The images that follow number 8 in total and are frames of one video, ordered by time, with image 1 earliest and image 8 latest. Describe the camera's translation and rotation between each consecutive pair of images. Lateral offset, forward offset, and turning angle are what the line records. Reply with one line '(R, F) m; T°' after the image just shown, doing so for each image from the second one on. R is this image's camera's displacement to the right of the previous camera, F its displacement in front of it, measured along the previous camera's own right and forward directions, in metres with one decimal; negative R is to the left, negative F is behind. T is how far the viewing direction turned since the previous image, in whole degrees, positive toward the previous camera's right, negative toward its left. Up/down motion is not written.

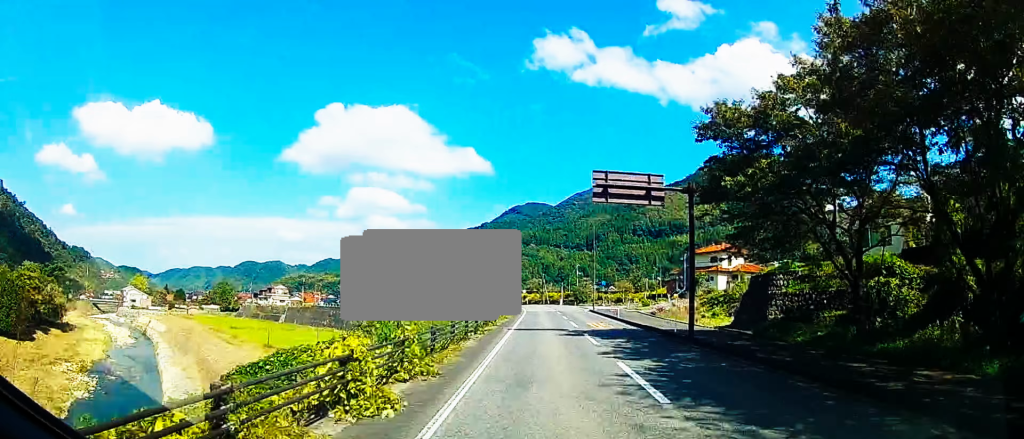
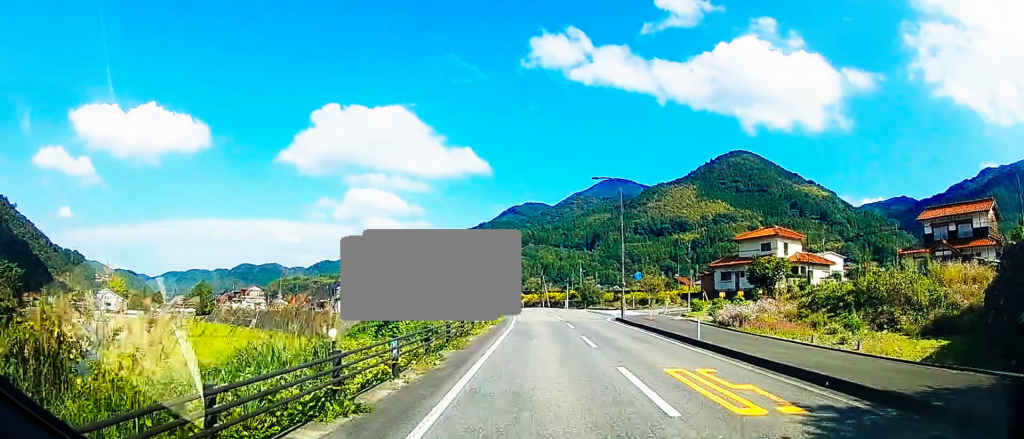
(+0.2, +20.4) m; 0°
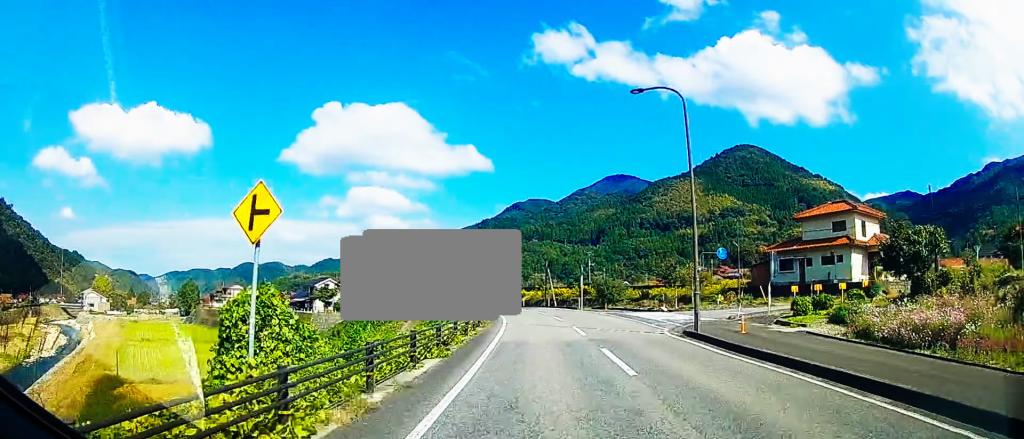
(-0.2, +16.2) m; -2°
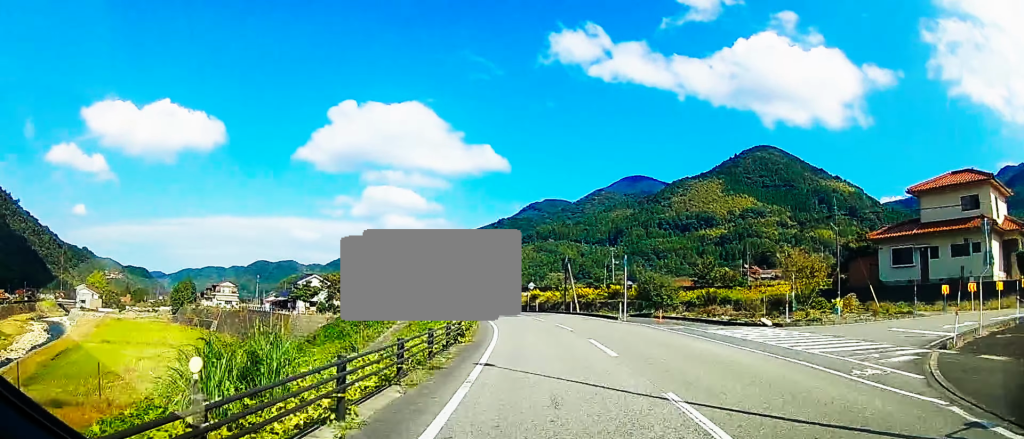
(-0.2, +15.1) m; -1°
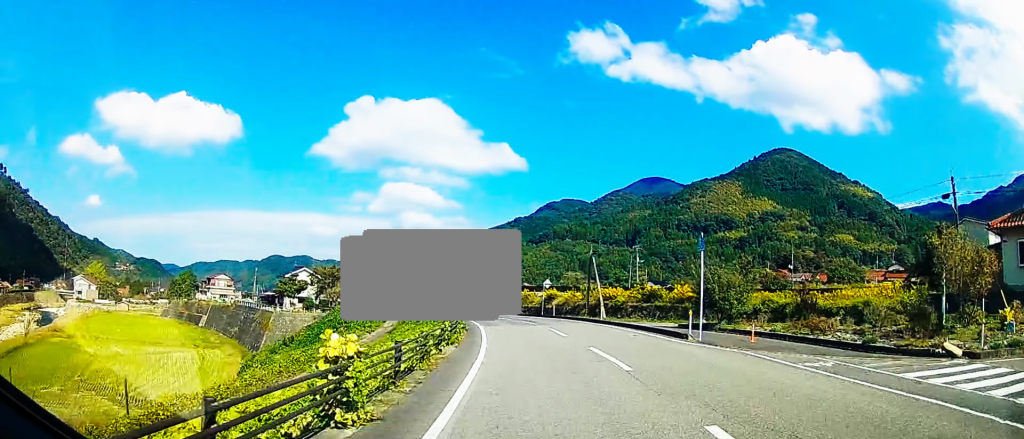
(-0.1, +10.6) m; -1°
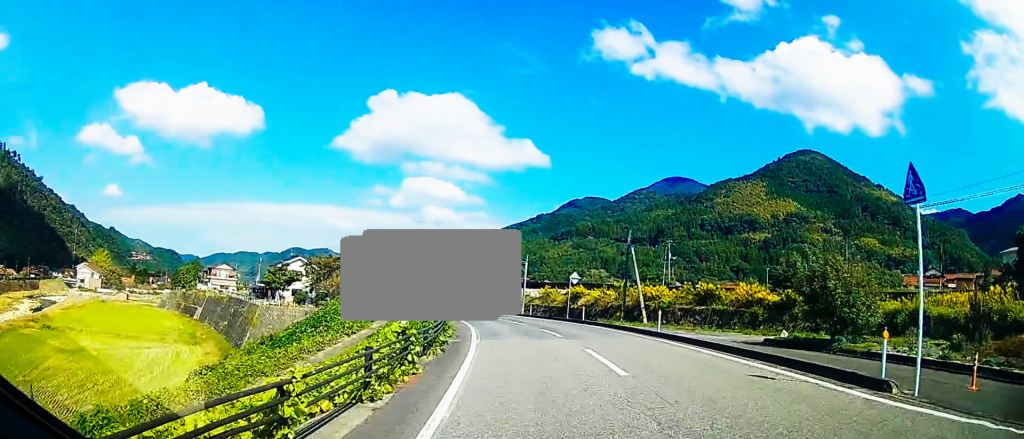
(-0.1, +9.2) m; -1°
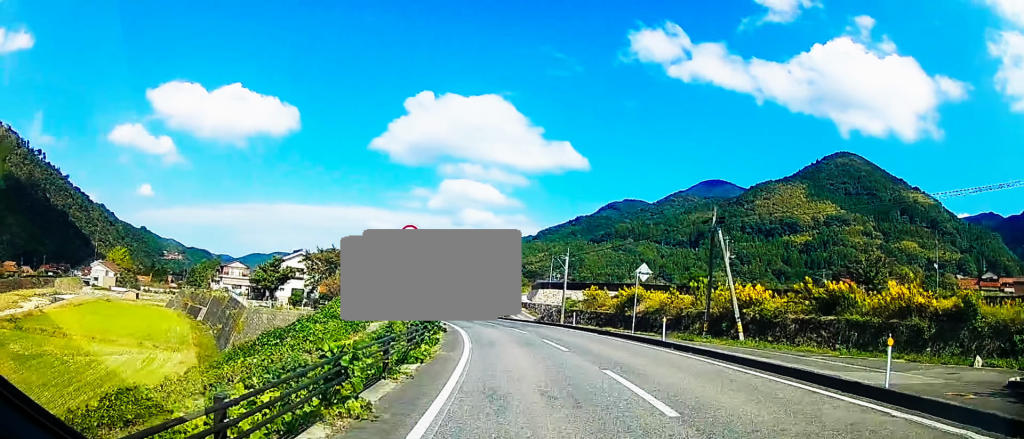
(-0.2, +11.4) m; -2°
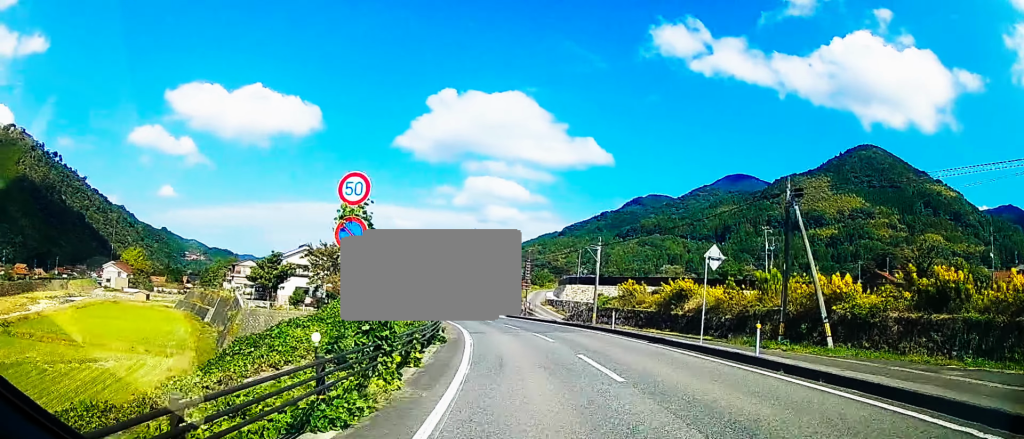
(-0.1, +6.3) m; -1°
